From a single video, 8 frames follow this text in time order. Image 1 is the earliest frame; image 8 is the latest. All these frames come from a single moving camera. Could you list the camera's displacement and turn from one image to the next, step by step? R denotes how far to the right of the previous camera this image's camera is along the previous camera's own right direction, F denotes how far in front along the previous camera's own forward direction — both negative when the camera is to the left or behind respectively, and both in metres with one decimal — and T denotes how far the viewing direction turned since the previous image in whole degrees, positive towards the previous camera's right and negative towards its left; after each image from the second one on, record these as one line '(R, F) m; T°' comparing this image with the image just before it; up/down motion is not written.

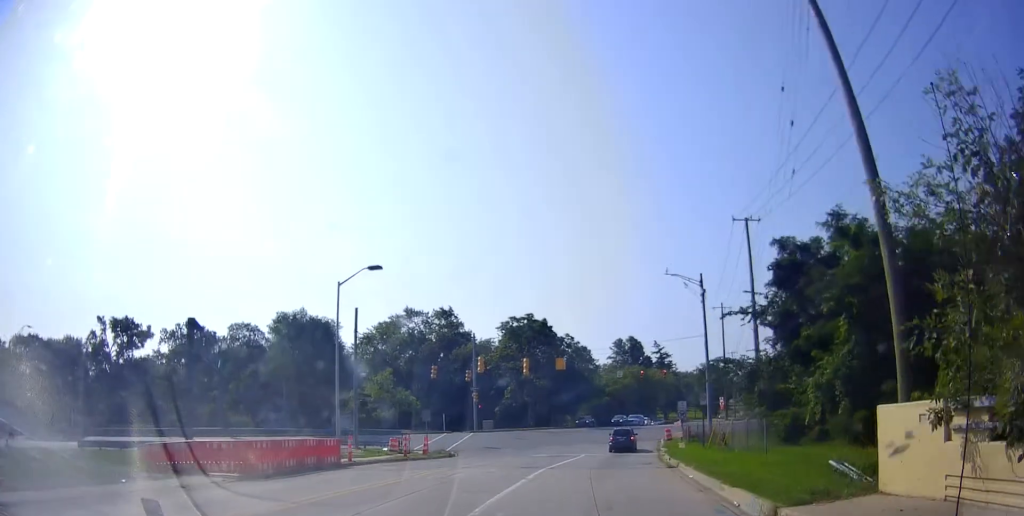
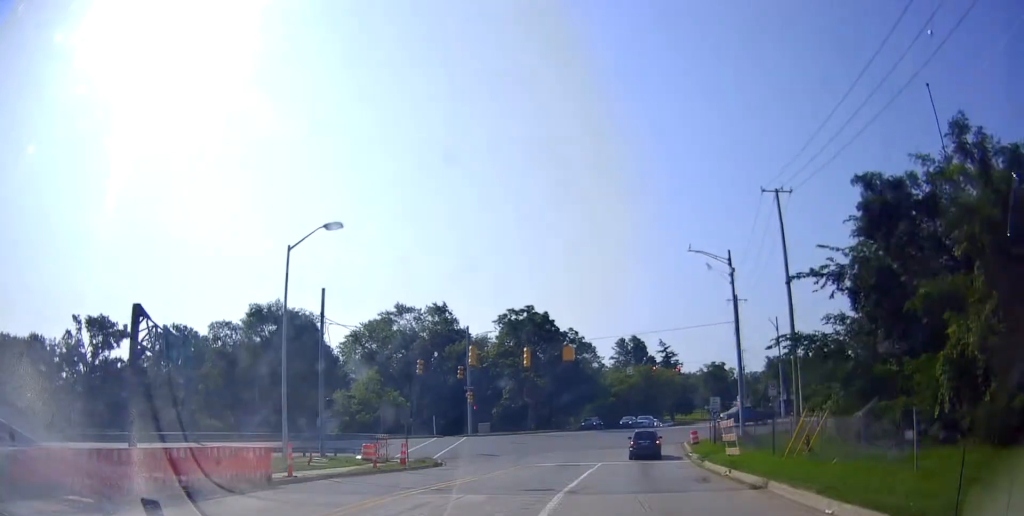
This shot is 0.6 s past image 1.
(-0.1, +7.1) m; +1°
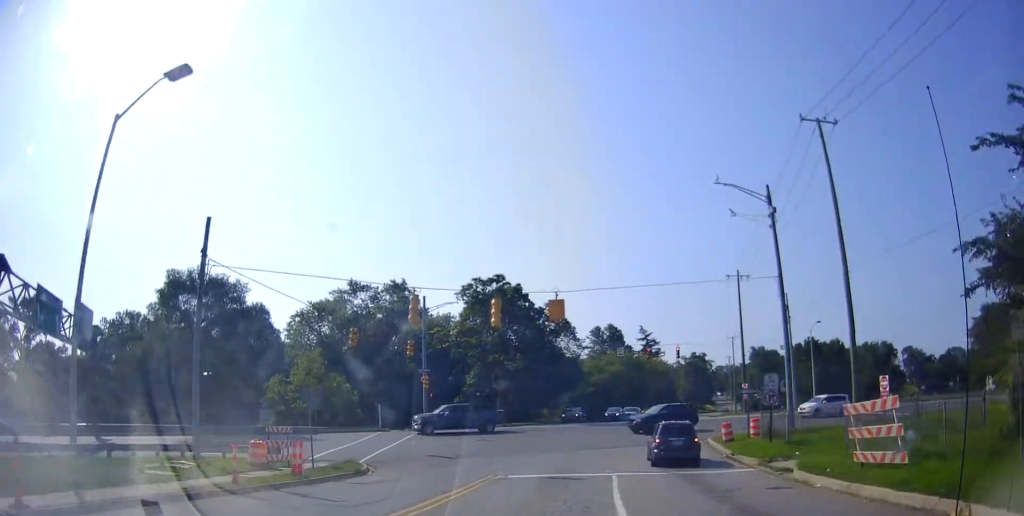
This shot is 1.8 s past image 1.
(+0.5, +11.7) m; +7°
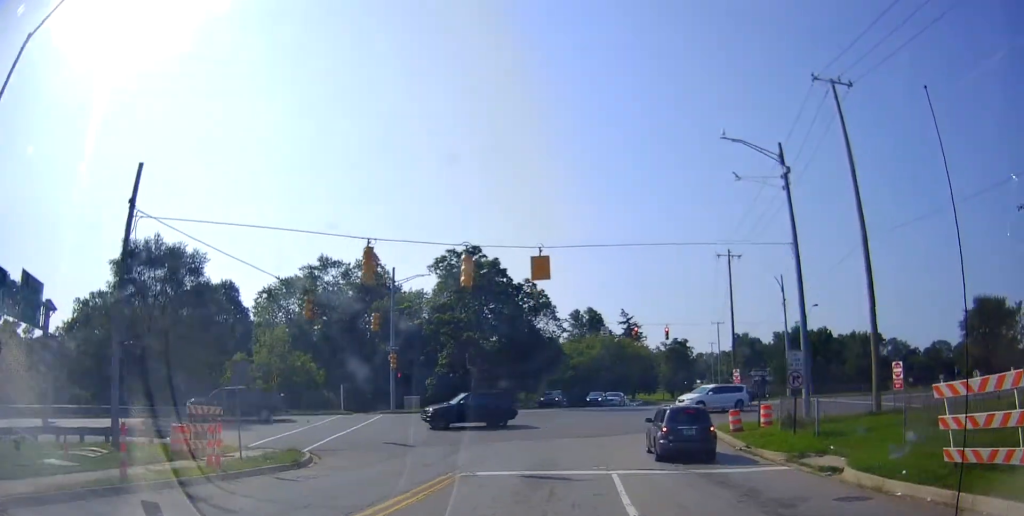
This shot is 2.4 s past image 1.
(+0.2, +4.5) m; +2°
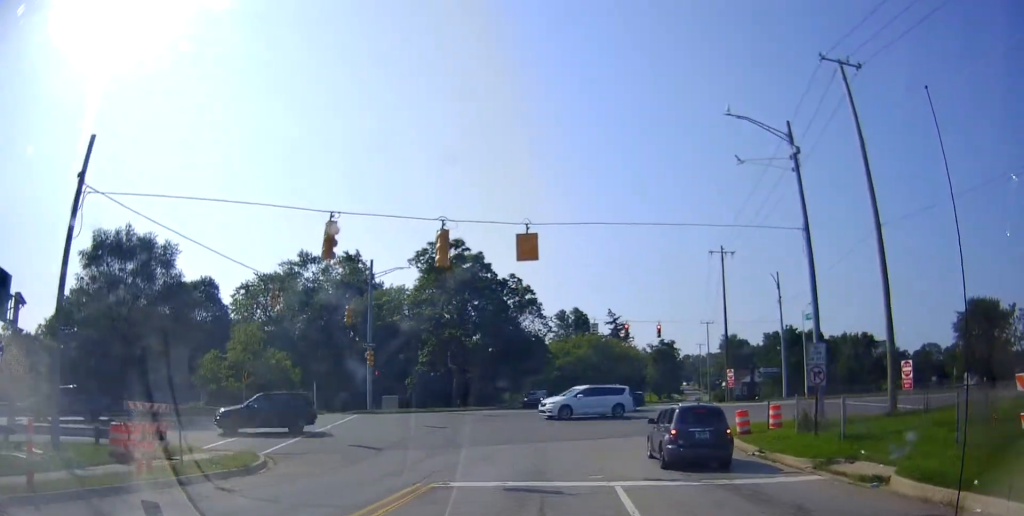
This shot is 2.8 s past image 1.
(+0.1, +2.8) m; -2°
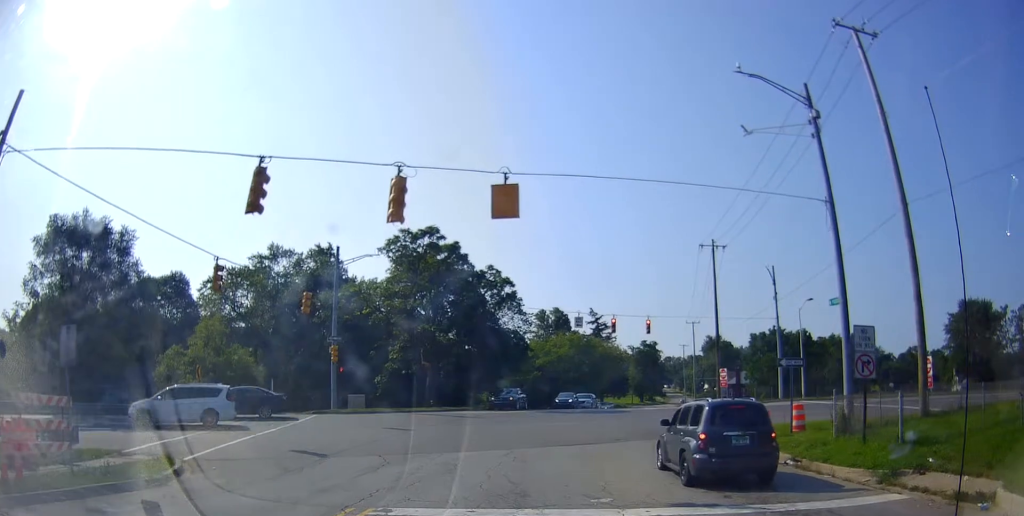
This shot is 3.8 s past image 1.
(-0.2, +4.1) m; -5°
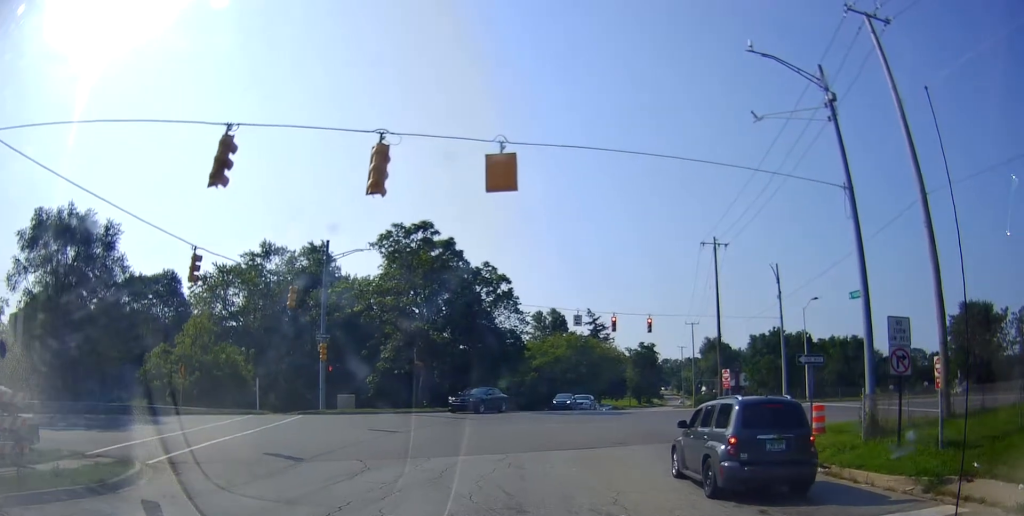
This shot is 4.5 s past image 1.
(-0.1, +1.9) m; -3°
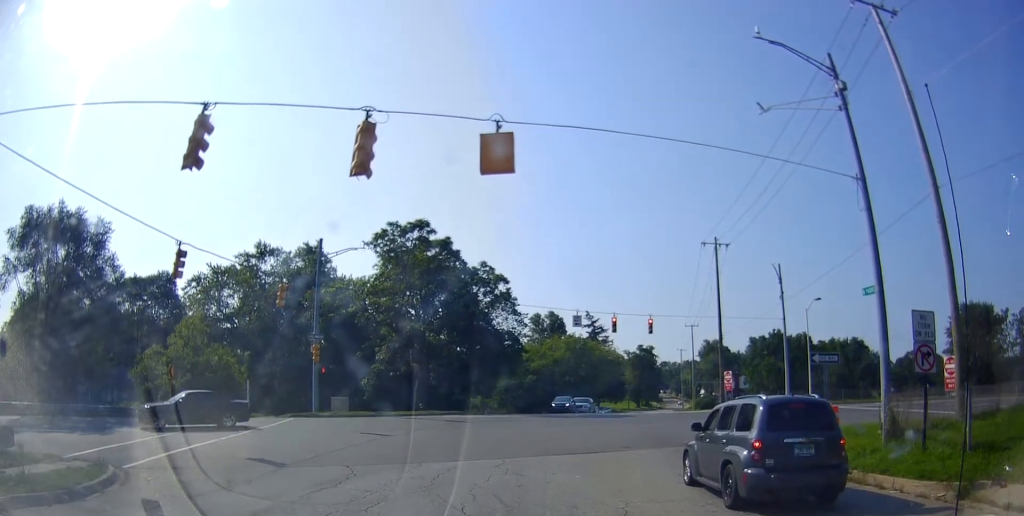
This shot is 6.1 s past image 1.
(+0.4, +2.1) m; 0°
